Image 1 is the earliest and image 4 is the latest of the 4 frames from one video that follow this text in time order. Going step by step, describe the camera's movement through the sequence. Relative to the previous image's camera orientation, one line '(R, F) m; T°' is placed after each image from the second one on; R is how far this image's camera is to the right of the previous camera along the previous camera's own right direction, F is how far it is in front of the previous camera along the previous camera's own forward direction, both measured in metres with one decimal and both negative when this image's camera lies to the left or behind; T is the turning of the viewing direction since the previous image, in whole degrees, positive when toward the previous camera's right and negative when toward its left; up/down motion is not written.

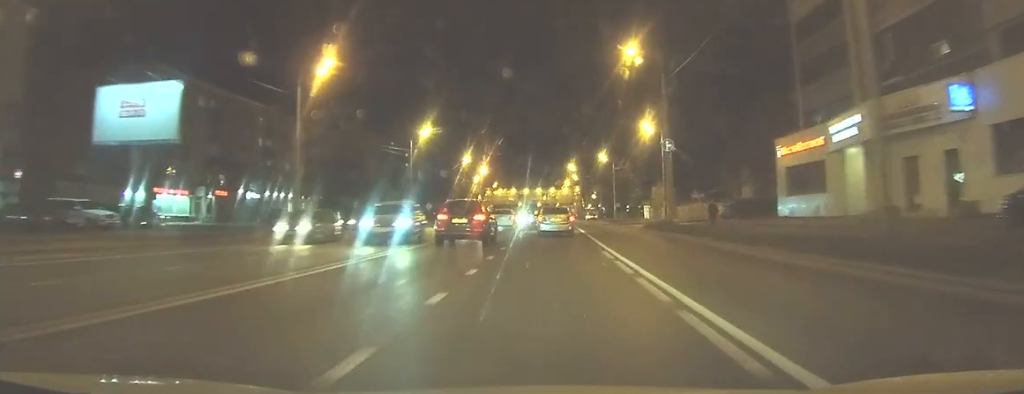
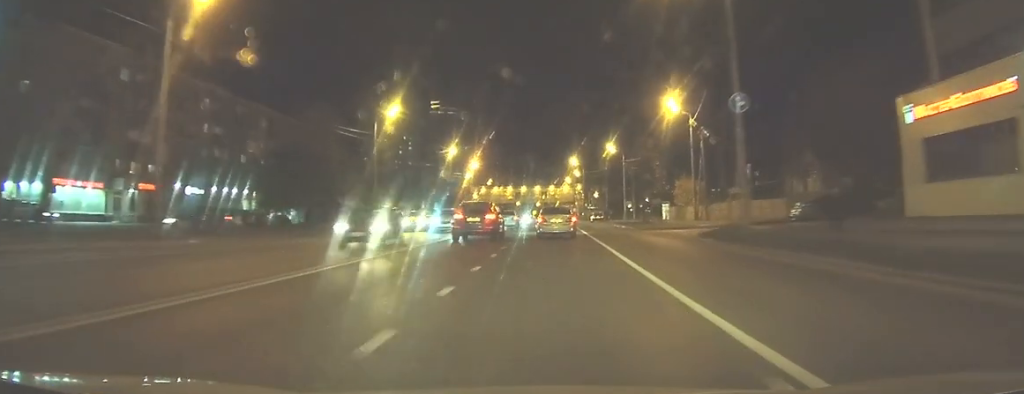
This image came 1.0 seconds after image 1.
(-0.3, +14.6) m; -2°
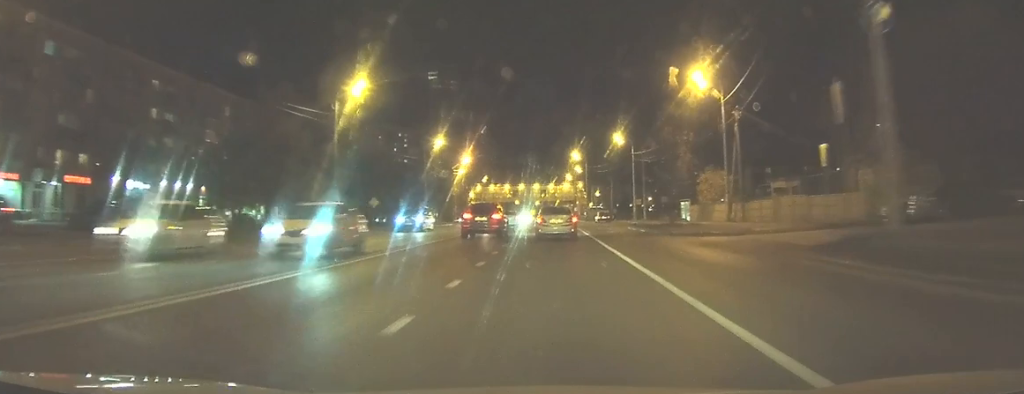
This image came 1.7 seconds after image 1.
(-0.2, +10.5) m; -1°
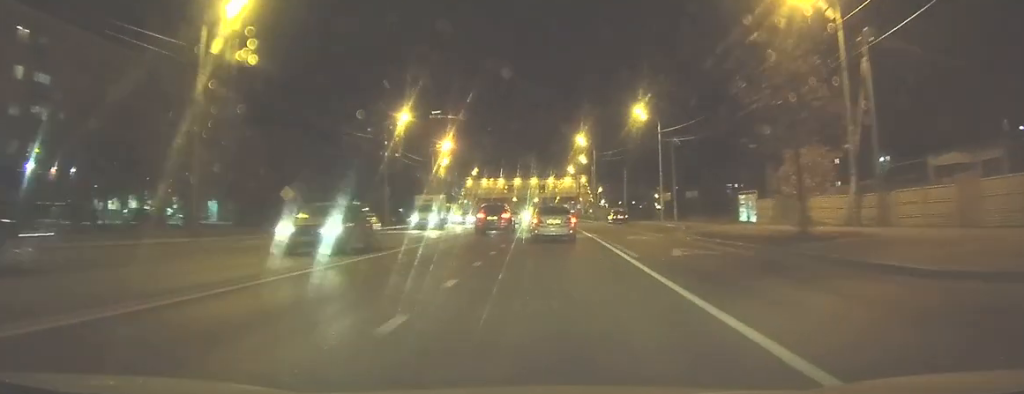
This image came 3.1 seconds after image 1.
(+0.4, +19.4) m; +1°
